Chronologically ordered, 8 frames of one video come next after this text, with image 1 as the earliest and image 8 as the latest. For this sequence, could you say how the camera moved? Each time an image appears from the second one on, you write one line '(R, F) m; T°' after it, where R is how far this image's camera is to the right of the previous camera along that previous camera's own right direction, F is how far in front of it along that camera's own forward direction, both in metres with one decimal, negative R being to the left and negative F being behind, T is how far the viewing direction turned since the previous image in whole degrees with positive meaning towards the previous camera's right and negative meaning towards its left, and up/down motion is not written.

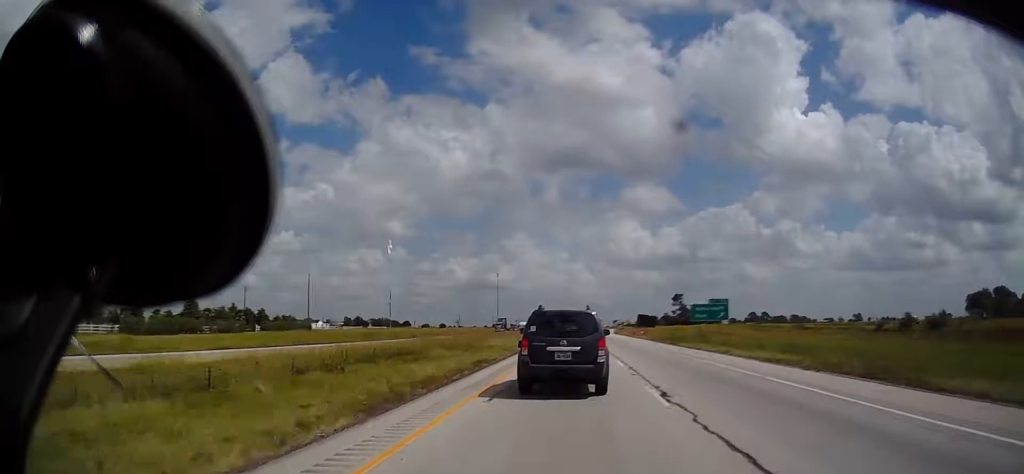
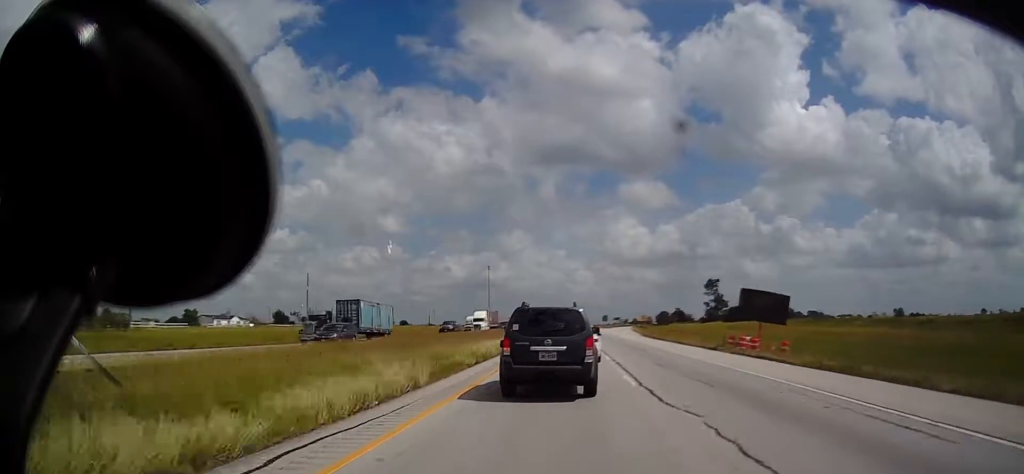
(-2.1, +68.2) m; +1°
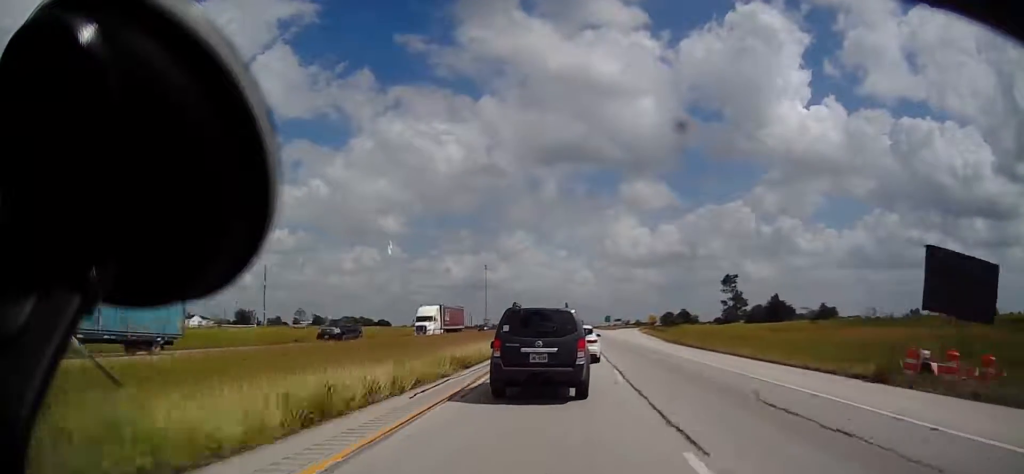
(+0.9, +22.7) m; +1°
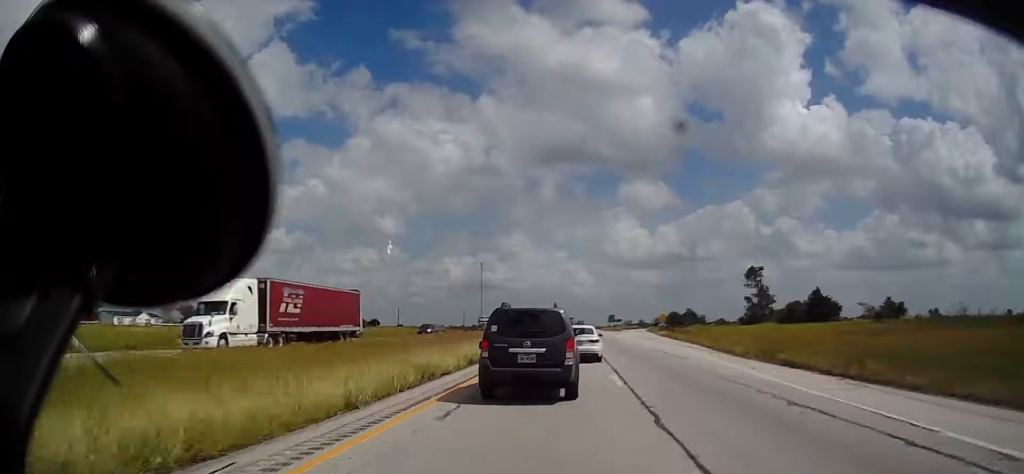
(+0.1, +25.1) m; 0°
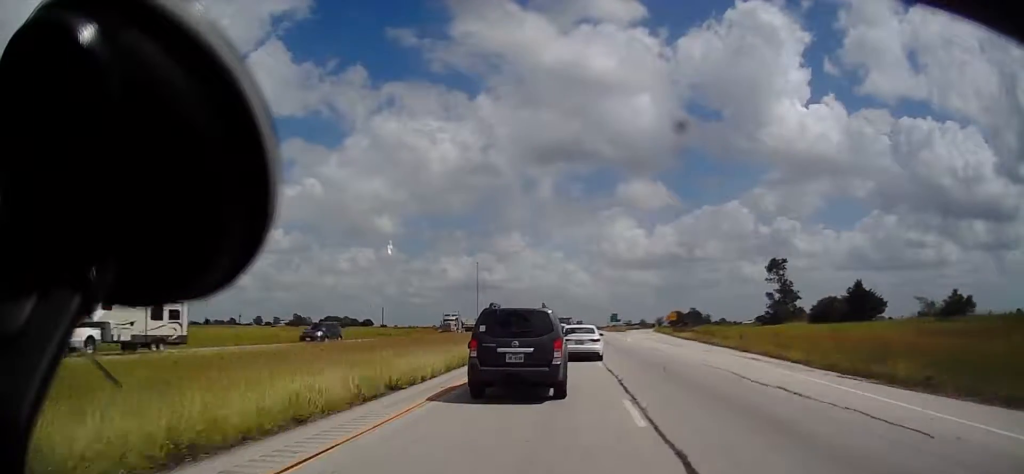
(-0.2, +17.9) m; -1°
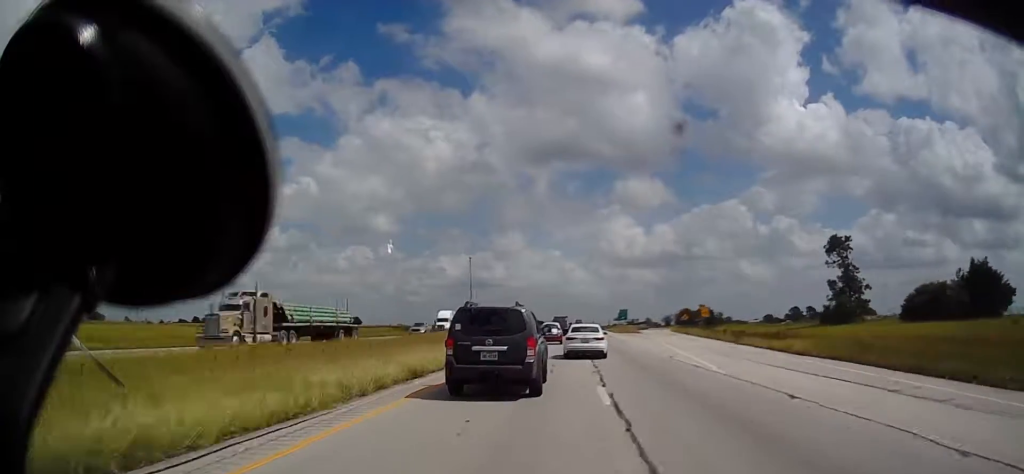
(-0.1, +33.4) m; -1°
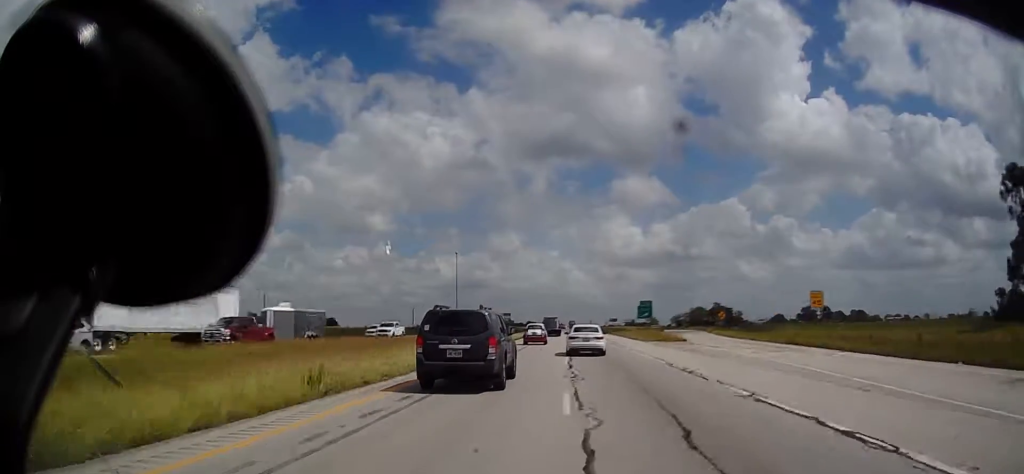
(-0.6, +49.0) m; 0°
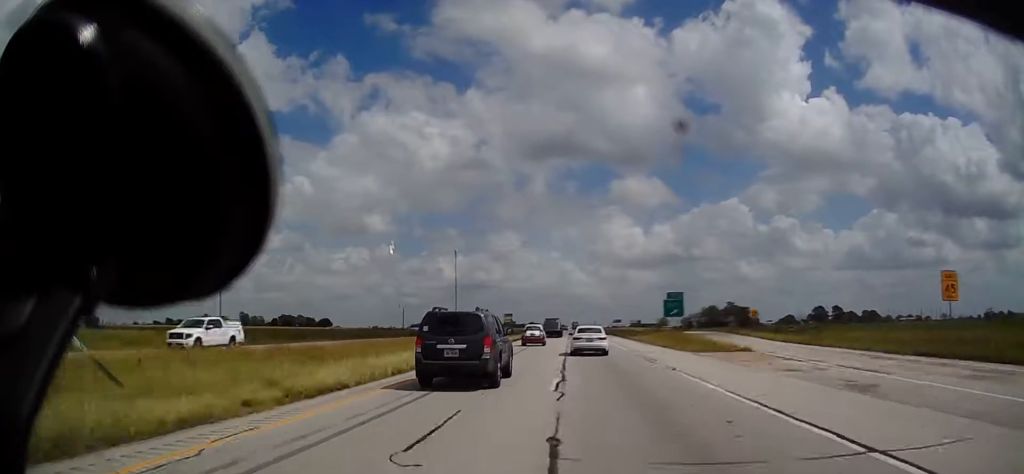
(+0.3, +20.4) m; +1°
